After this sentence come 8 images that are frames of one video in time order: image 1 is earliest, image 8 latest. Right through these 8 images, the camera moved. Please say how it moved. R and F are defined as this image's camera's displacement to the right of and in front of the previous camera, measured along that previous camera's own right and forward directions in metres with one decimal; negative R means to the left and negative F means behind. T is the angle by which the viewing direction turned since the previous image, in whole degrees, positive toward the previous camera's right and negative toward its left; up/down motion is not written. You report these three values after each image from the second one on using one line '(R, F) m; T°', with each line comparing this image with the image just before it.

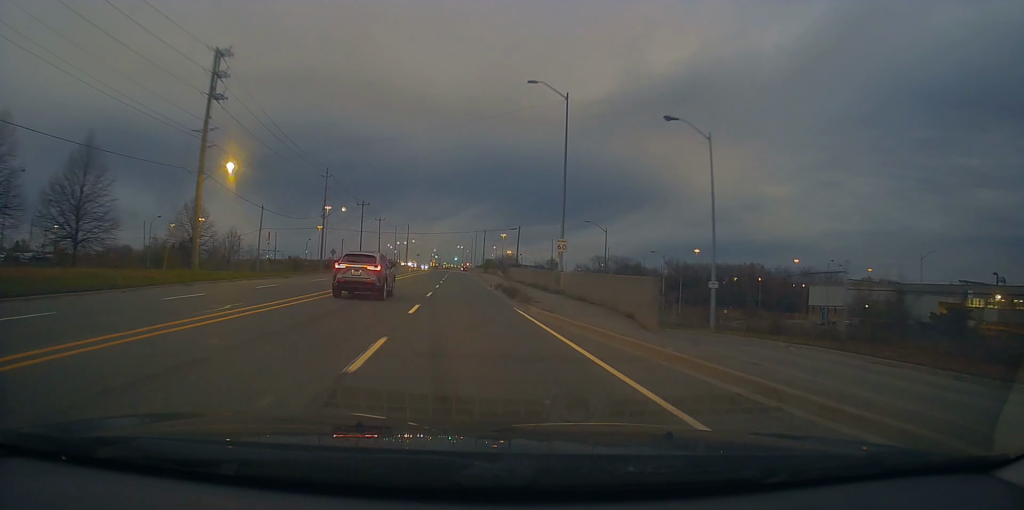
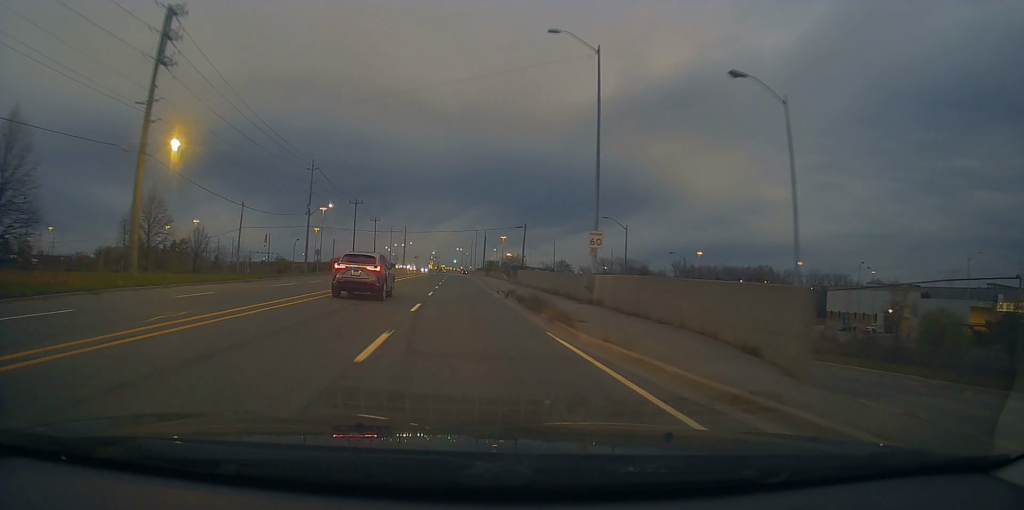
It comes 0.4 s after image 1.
(+0.3, +7.9) m; 0°
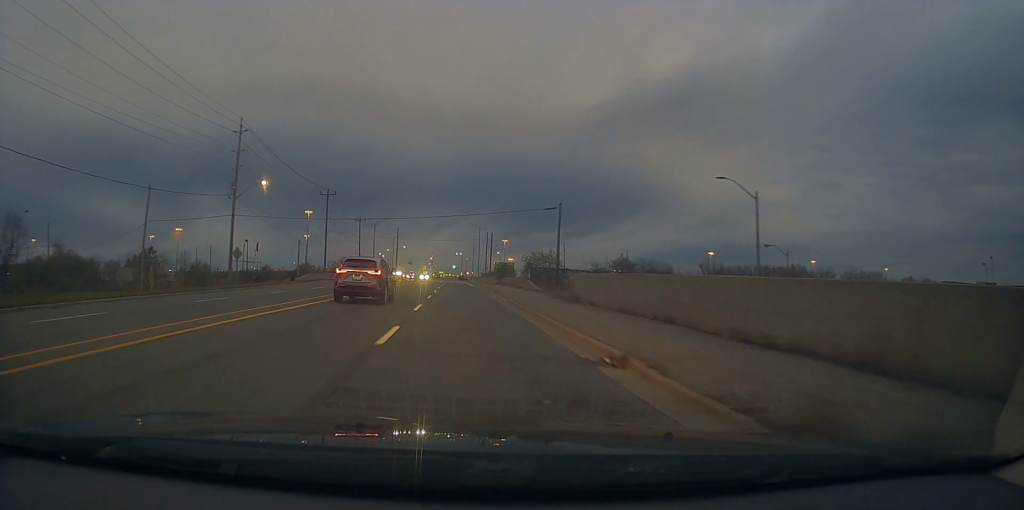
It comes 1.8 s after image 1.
(+0.1, +25.4) m; 0°
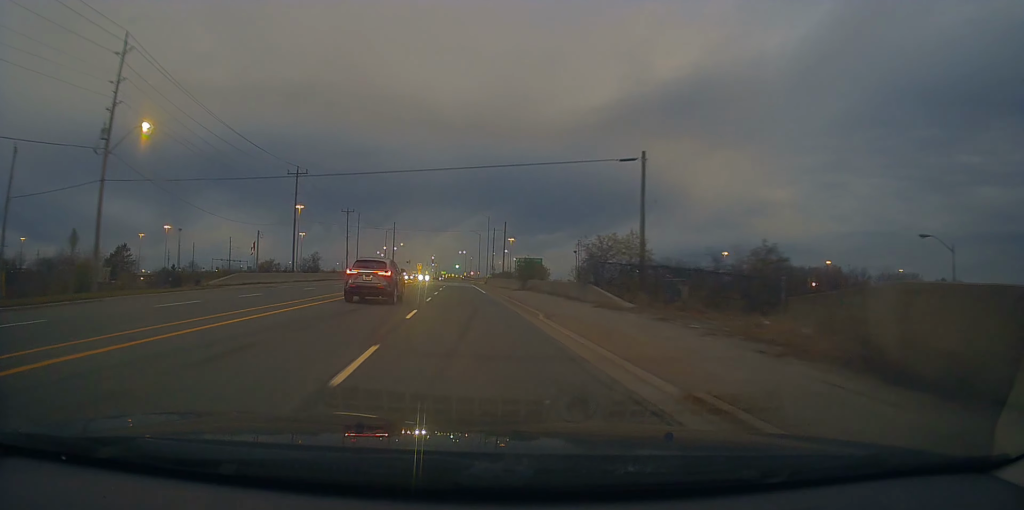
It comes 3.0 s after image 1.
(+0.2, +20.9) m; 0°
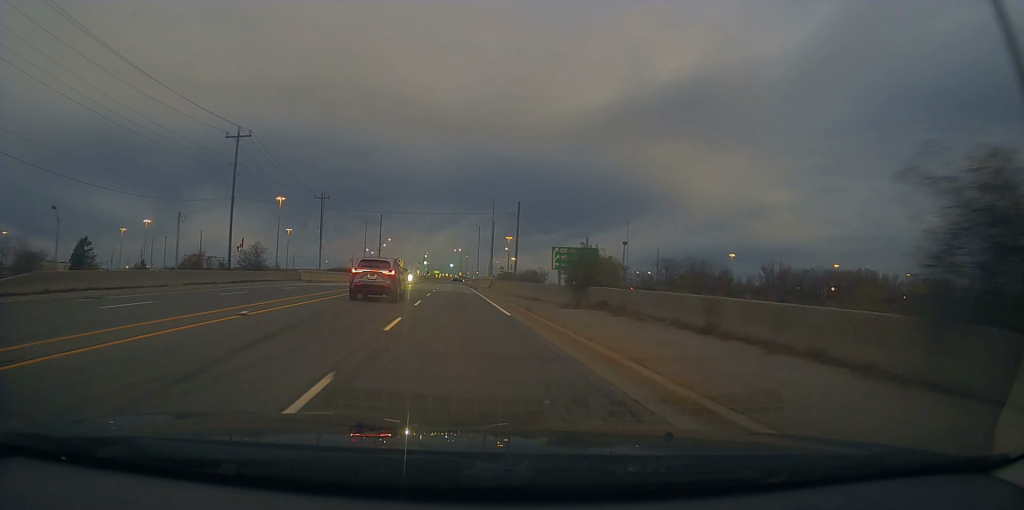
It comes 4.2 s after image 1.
(-0.4, +21.2) m; -1°
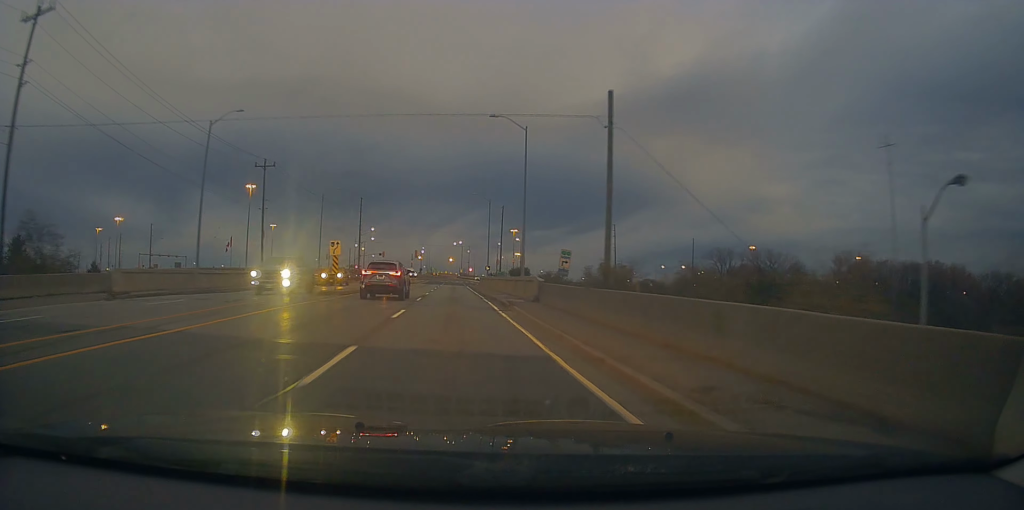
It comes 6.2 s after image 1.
(+1.2, +33.3) m; +3°
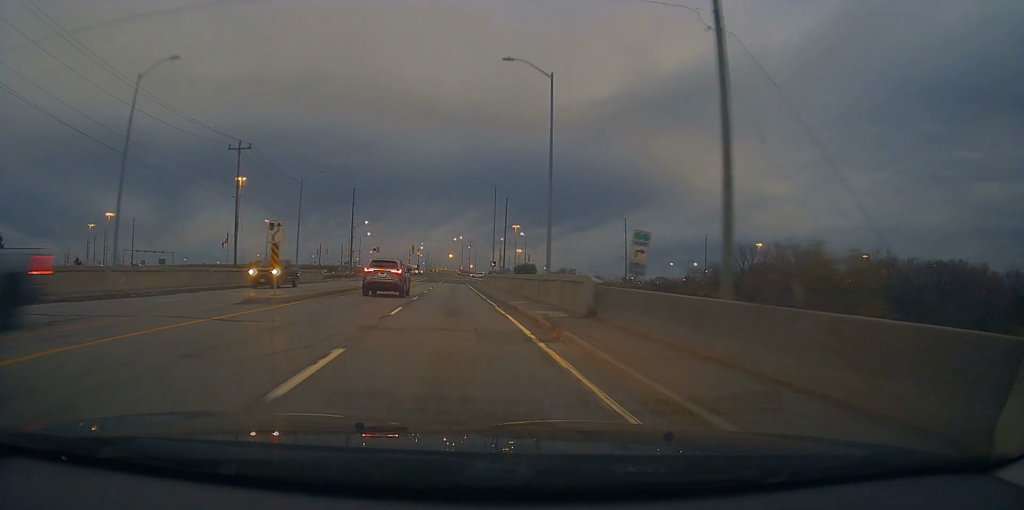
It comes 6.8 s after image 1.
(0.0, +9.8) m; -2°
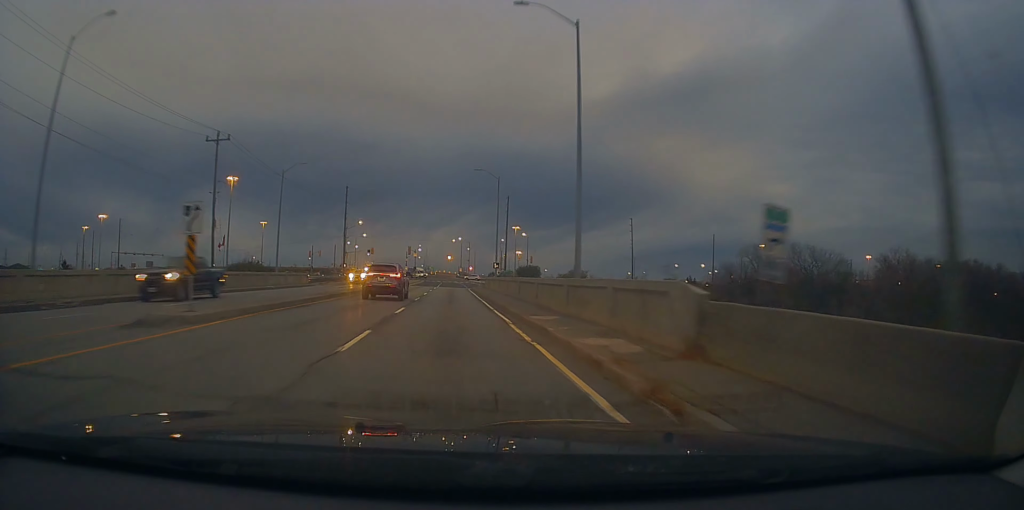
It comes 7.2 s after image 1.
(-0.1, +6.4) m; 0°
